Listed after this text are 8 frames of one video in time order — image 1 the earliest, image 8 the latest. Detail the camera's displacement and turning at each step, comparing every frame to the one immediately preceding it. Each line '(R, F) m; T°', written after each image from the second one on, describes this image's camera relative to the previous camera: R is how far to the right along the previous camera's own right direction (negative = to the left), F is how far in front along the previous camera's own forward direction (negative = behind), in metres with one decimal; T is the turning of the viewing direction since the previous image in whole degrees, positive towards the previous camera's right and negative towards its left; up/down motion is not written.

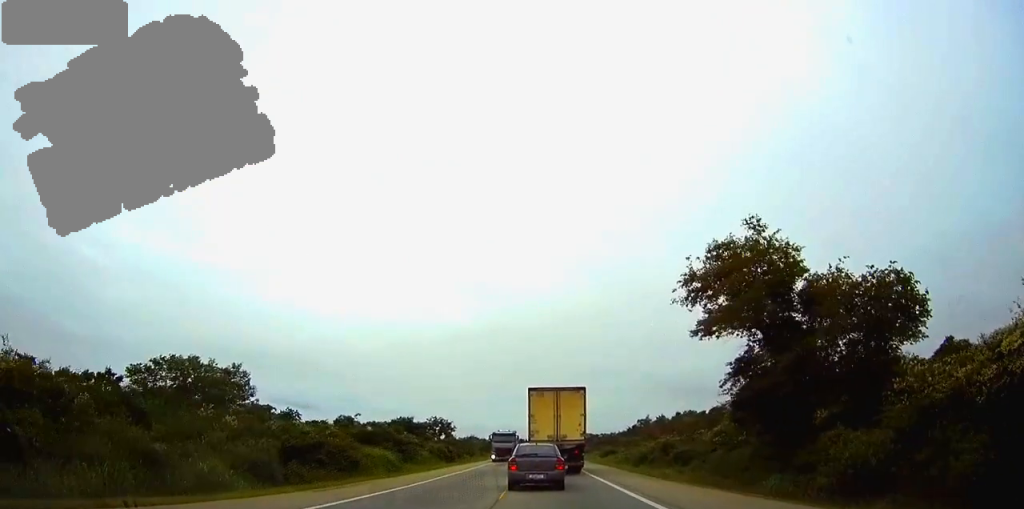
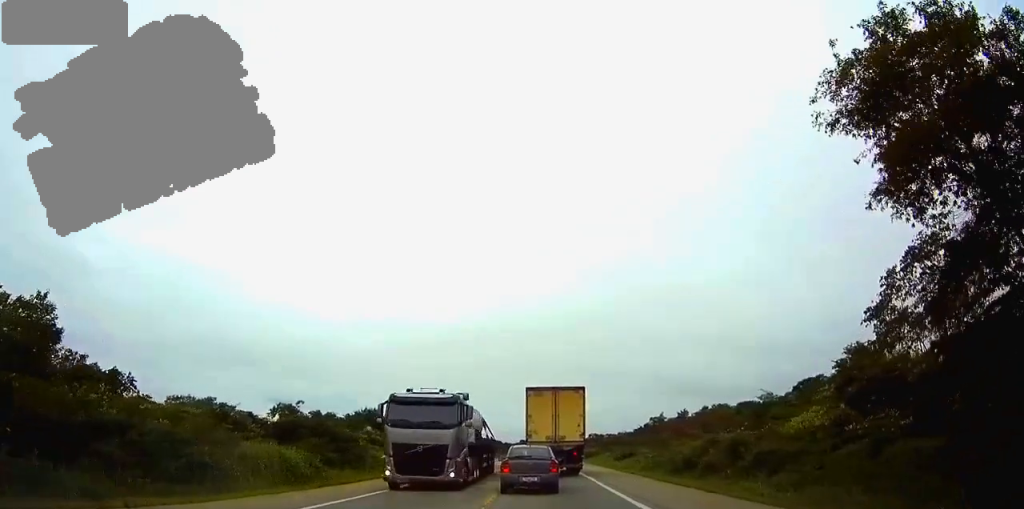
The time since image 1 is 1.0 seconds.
(0.0, +22.4) m; 0°
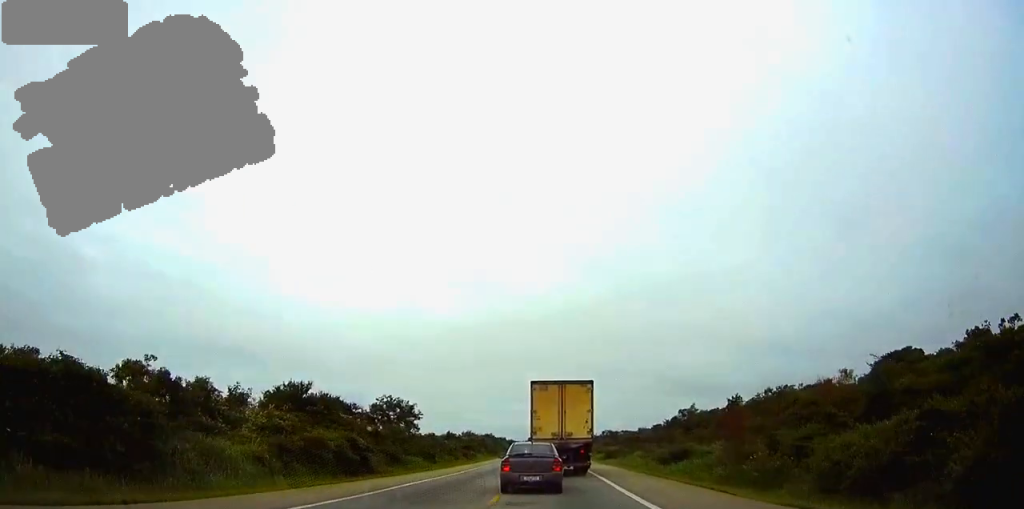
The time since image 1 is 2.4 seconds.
(0.0, +29.3) m; 0°
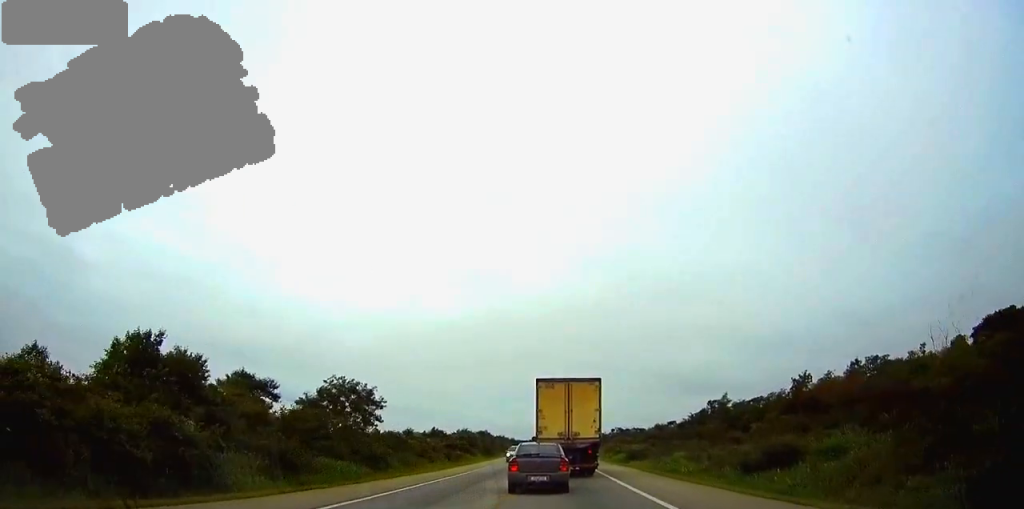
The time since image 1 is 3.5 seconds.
(-0.2, +25.0) m; 0°
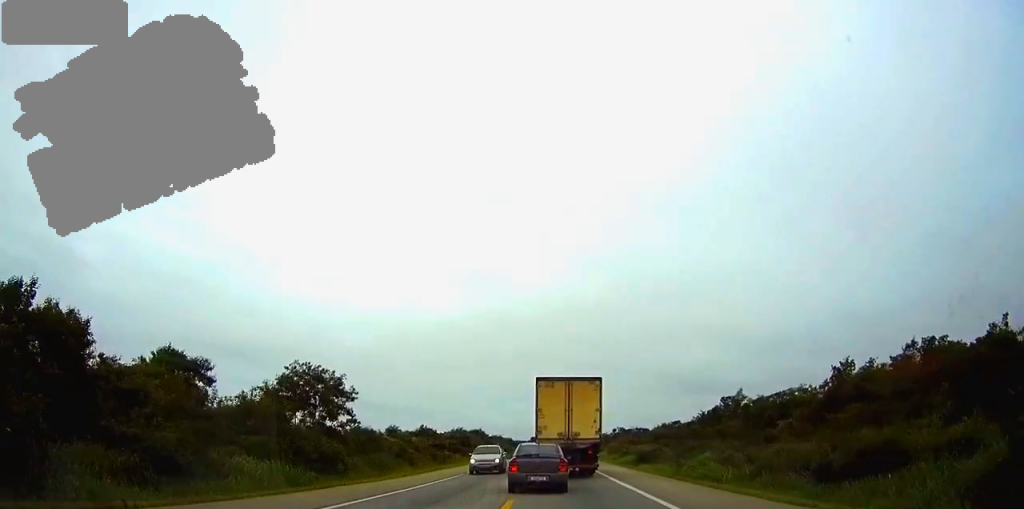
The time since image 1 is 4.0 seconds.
(0.0, +11.2) m; 0°
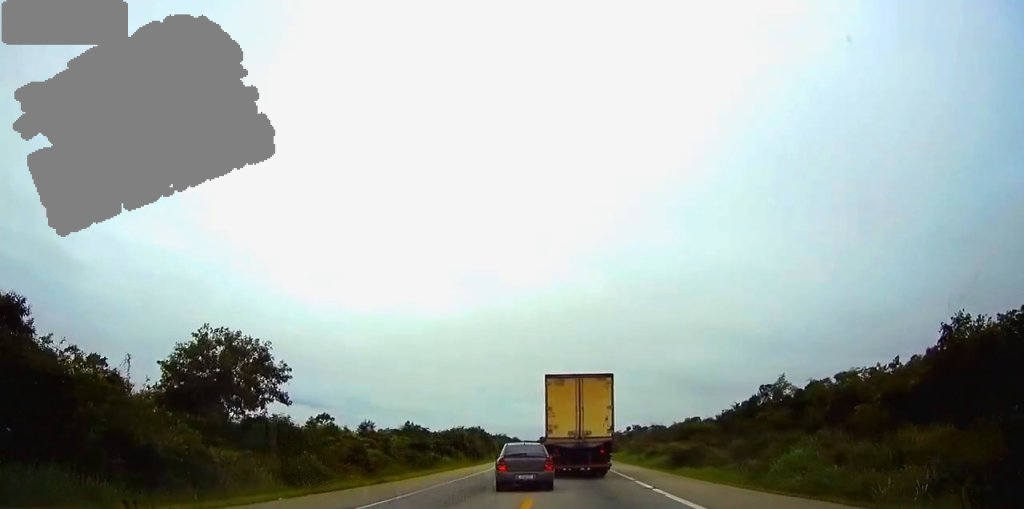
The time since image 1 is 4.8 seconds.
(0.0, +18.9) m; -1°
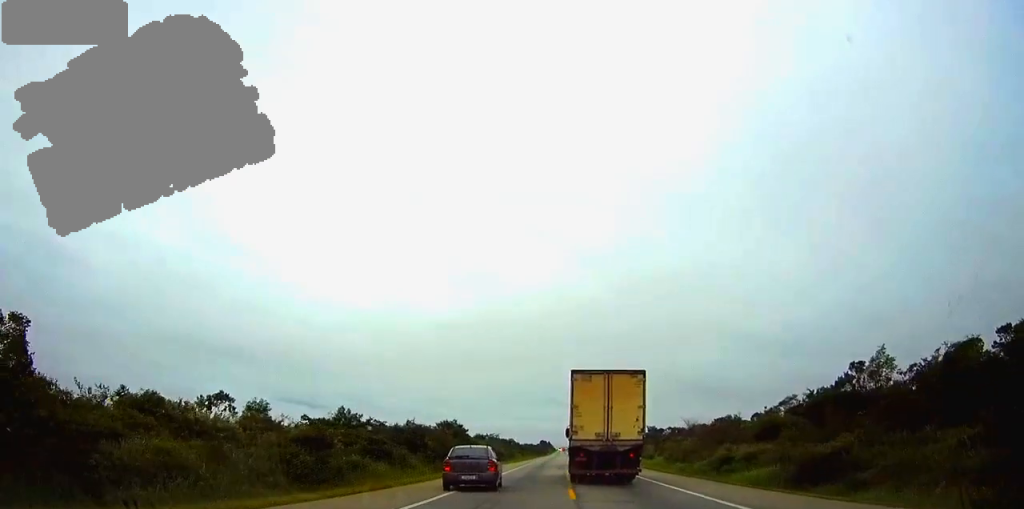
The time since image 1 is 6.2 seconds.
(-0.3, +33.1) m; 0°
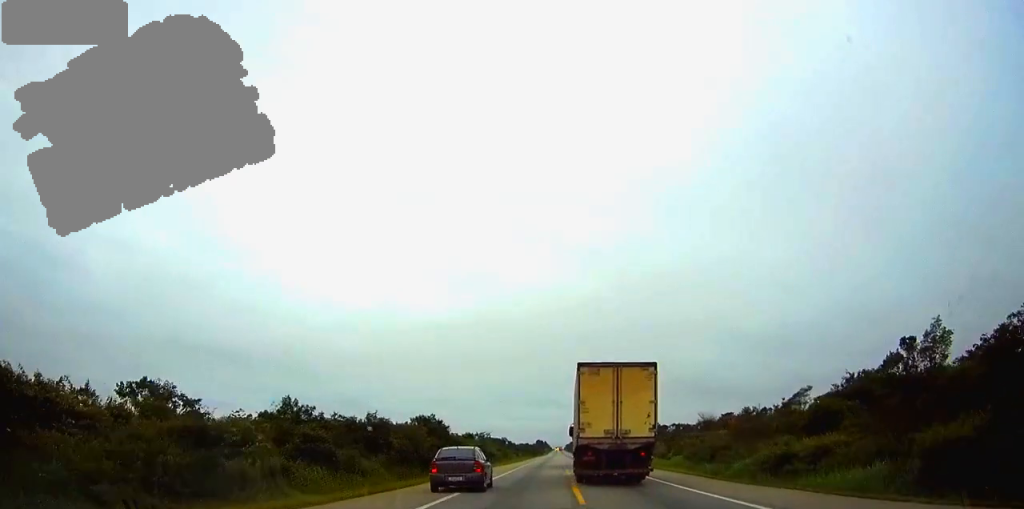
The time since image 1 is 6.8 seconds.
(0.0, +13.2) m; 0°
